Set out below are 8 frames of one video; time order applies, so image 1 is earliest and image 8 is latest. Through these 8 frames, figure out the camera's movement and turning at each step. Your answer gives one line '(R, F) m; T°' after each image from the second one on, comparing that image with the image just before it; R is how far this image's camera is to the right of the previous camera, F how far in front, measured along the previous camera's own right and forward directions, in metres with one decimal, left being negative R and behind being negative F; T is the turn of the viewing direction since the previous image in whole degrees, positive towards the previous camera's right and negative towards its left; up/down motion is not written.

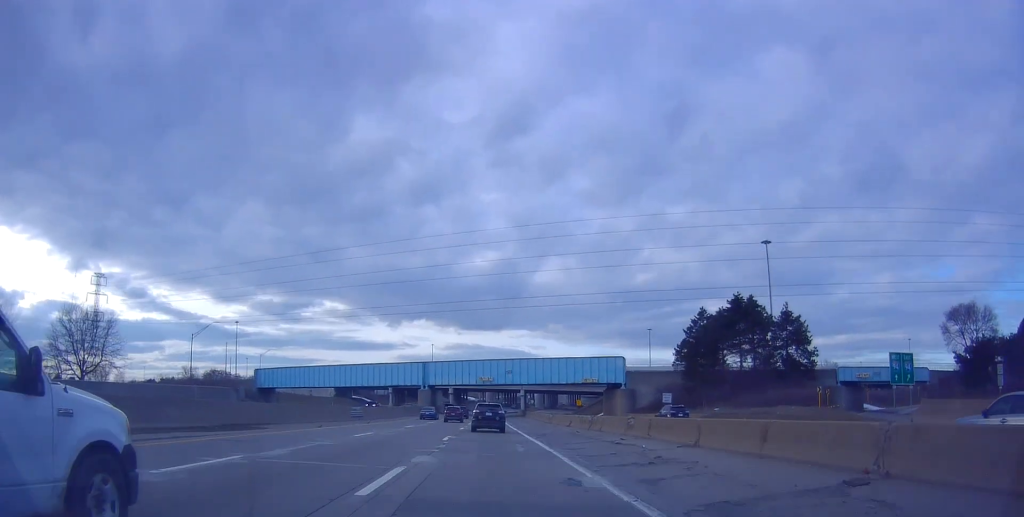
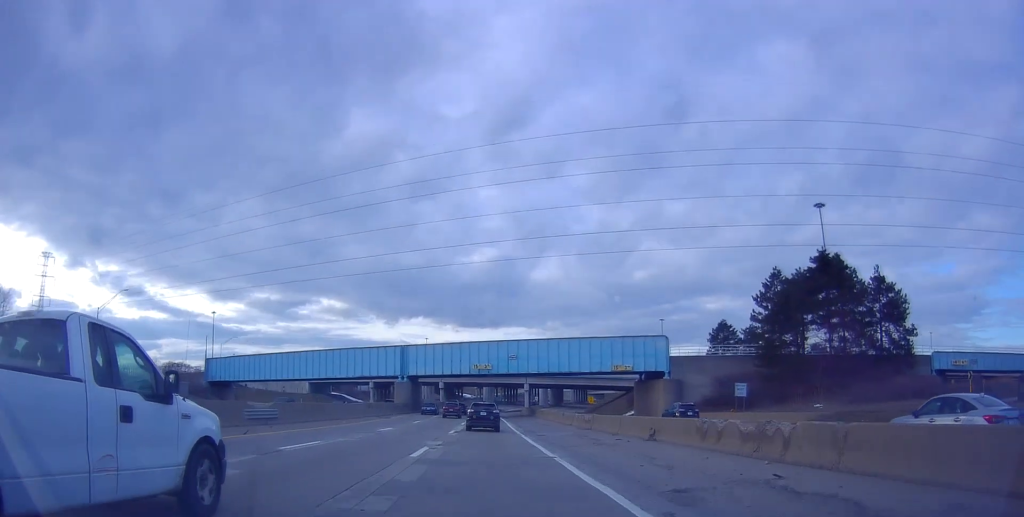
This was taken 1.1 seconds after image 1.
(+0.6, +22.9) m; +1°
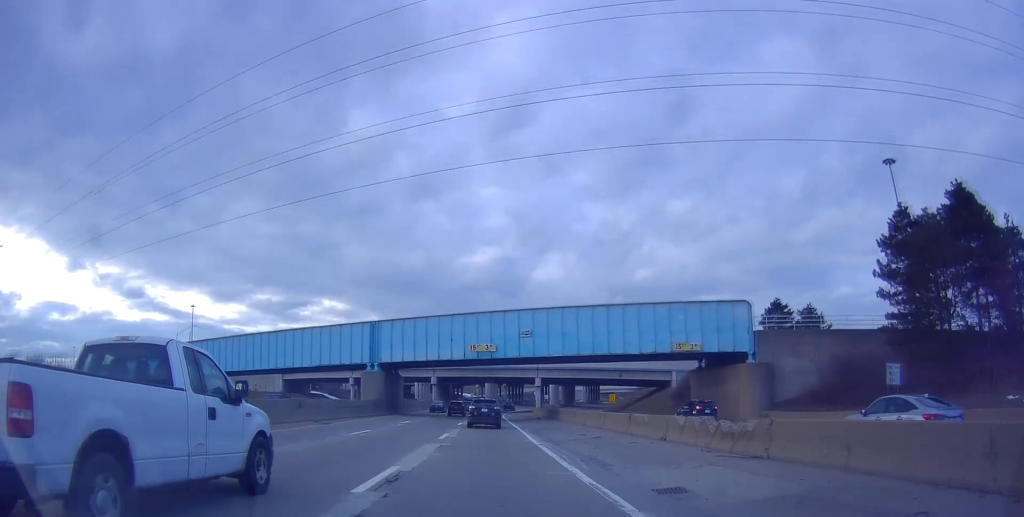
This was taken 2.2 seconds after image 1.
(-0.3, +21.6) m; -2°
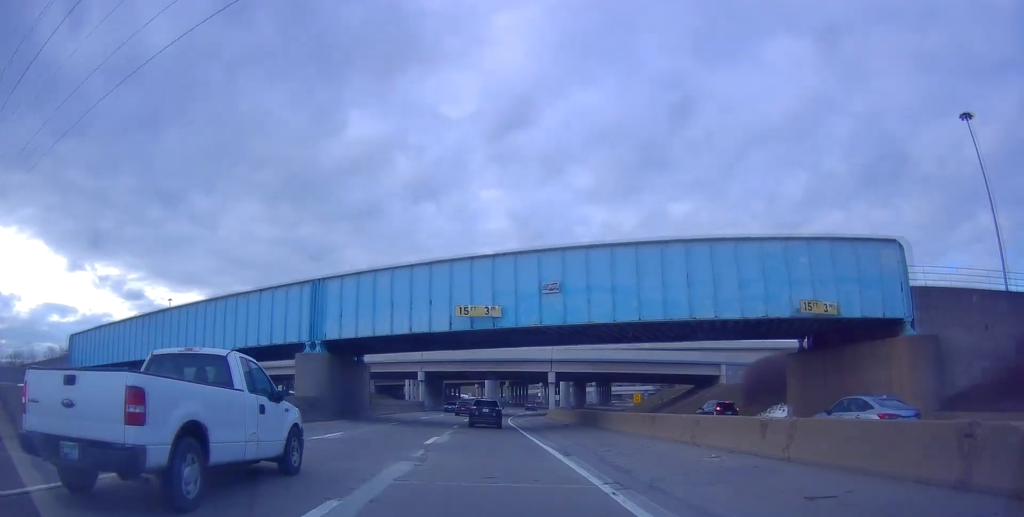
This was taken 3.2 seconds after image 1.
(-0.4, +19.8) m; -1°
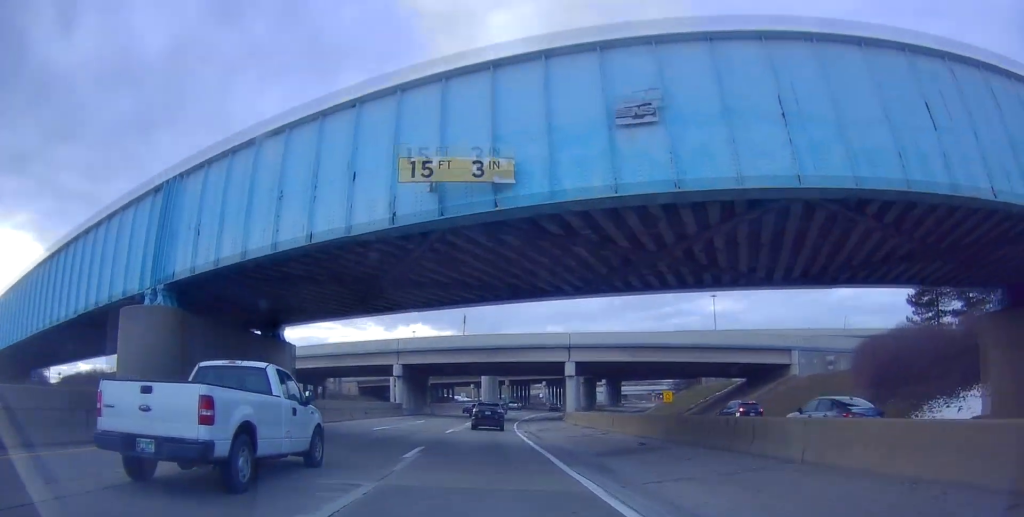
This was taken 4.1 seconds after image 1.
(+0.1, +19.1) m; +1°
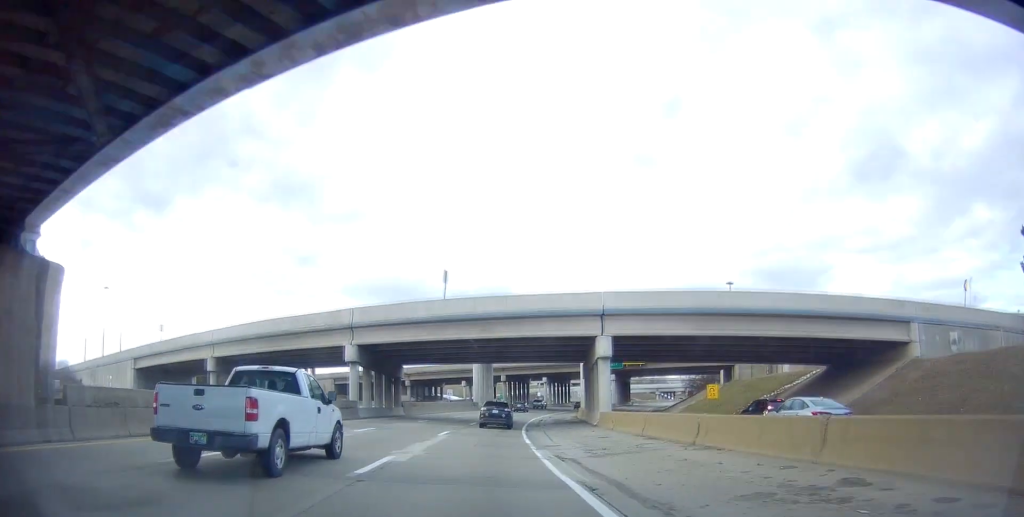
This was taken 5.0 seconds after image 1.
(+0.3, +18.9) m; +2°
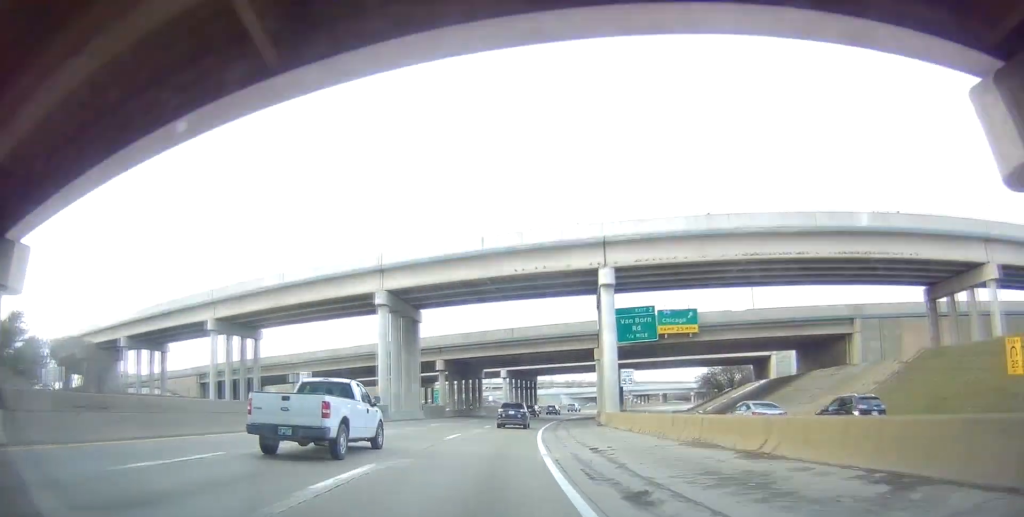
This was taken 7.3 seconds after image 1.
(+1.7, +45.7) m; +5°
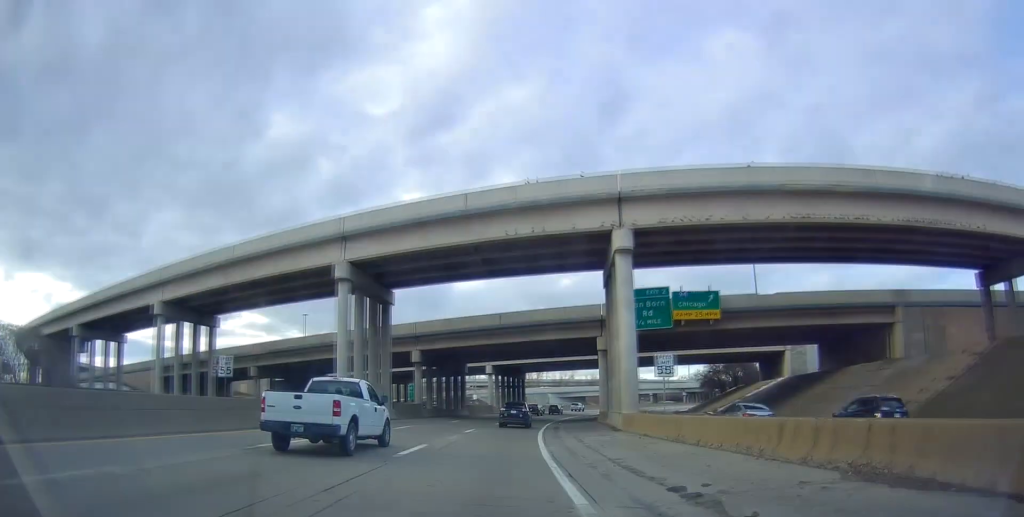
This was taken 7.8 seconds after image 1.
(-0.1, +8.6) m; +1°
